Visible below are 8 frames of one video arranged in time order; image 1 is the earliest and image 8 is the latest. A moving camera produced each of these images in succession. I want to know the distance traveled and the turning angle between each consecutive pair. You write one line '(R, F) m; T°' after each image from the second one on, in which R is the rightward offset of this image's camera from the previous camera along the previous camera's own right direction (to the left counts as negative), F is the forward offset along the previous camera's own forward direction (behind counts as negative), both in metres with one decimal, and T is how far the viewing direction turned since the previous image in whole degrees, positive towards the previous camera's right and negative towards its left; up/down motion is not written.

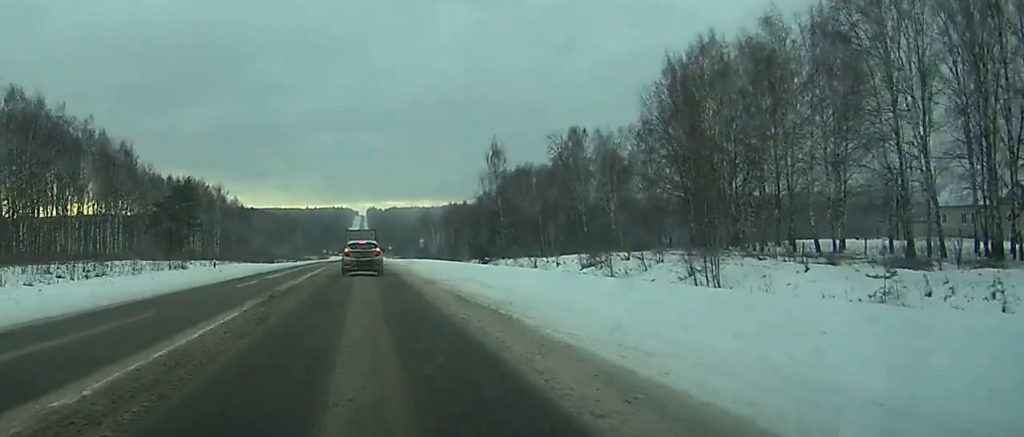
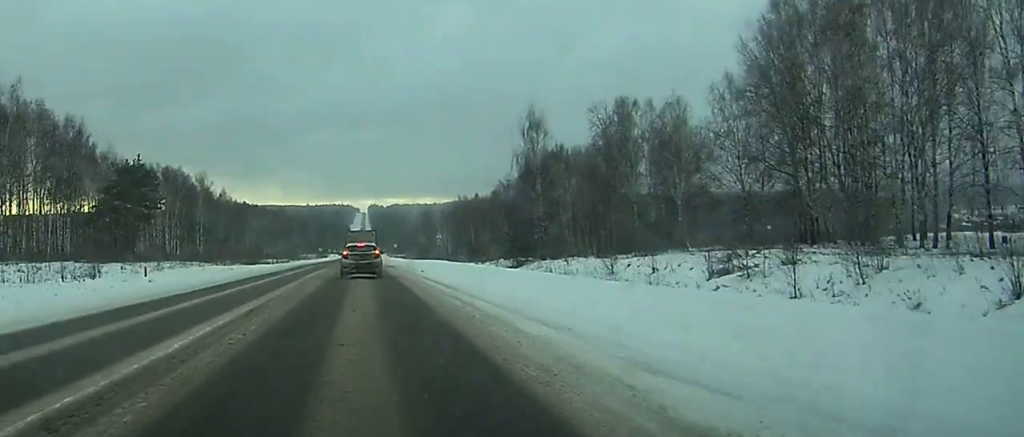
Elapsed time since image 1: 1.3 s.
(0.0, +30.1) m; 0°
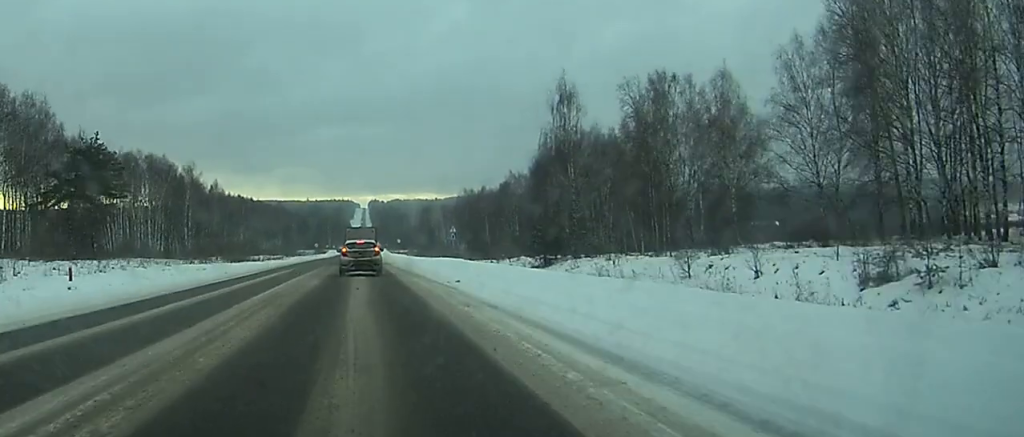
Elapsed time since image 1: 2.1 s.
(-0.1, +16.5) m; 0°
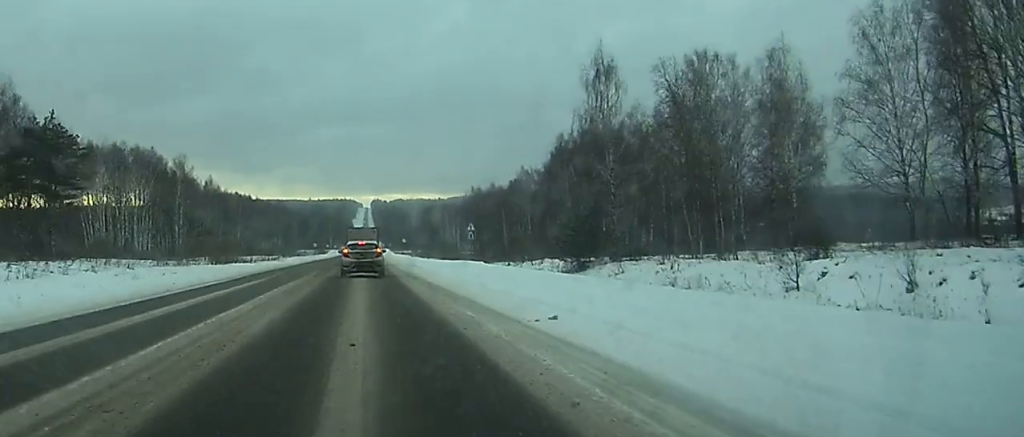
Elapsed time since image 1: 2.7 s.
(0.0, +13.5) m; 0°
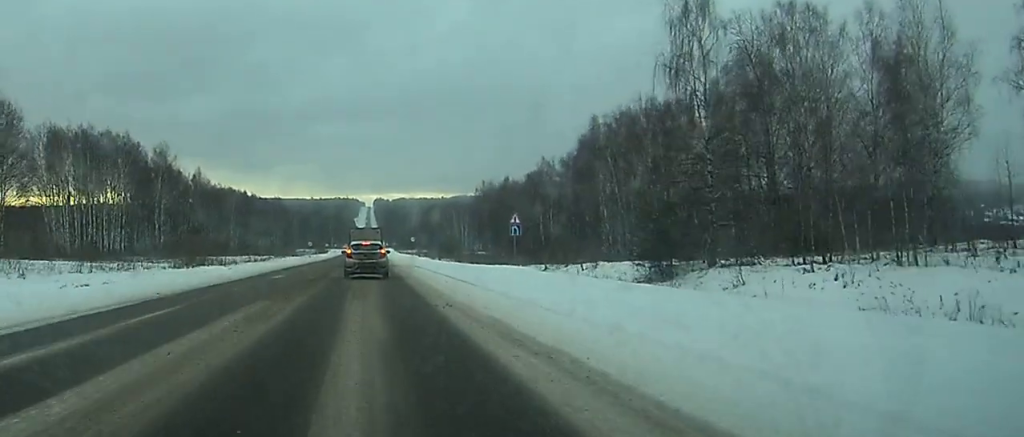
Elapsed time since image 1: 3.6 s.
(0.0, +21.7) m; 0°
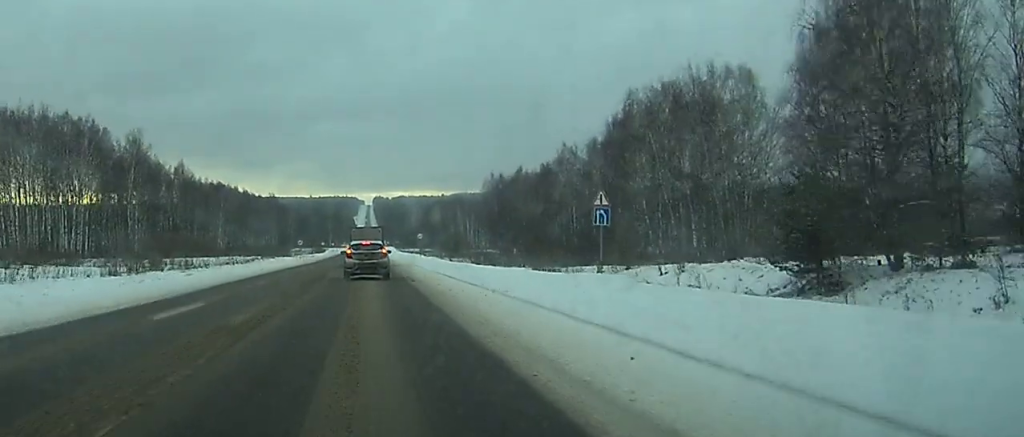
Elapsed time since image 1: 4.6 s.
(-0.1, +21.0) m; 0°
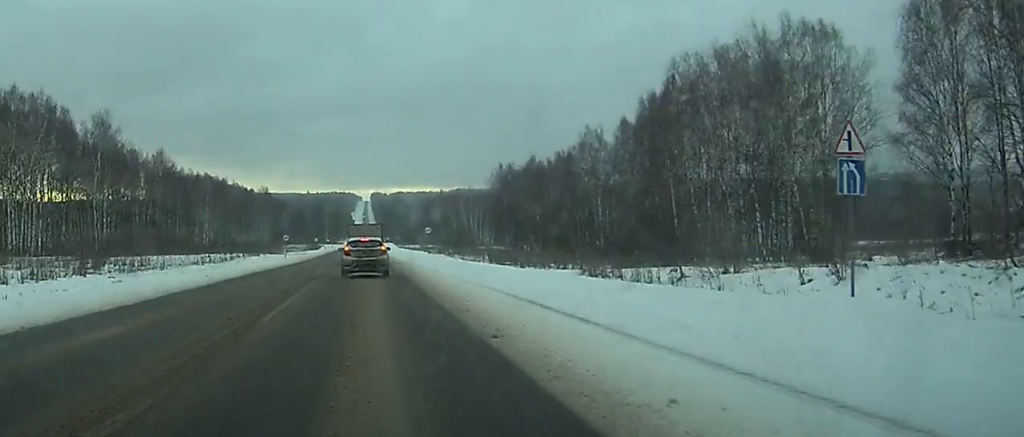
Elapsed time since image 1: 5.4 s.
(0.0, +19.5) m; 0°
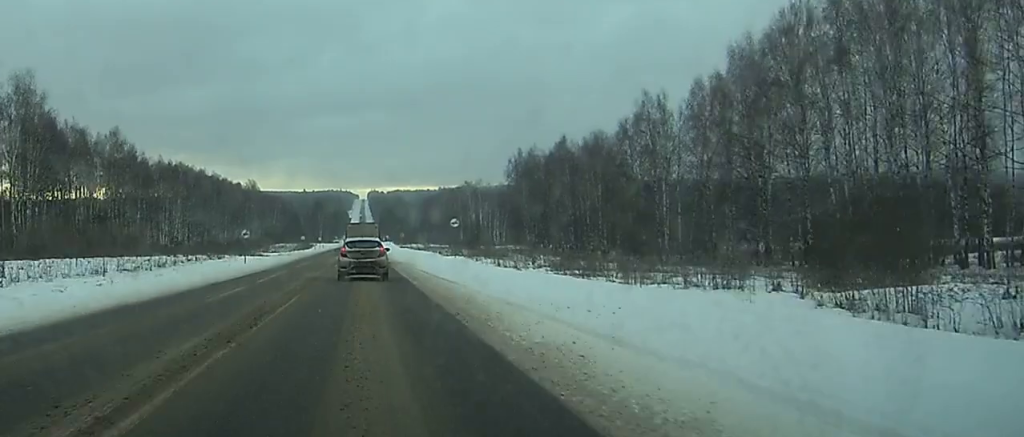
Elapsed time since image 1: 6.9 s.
(0.0, +34.1) m; 0°
